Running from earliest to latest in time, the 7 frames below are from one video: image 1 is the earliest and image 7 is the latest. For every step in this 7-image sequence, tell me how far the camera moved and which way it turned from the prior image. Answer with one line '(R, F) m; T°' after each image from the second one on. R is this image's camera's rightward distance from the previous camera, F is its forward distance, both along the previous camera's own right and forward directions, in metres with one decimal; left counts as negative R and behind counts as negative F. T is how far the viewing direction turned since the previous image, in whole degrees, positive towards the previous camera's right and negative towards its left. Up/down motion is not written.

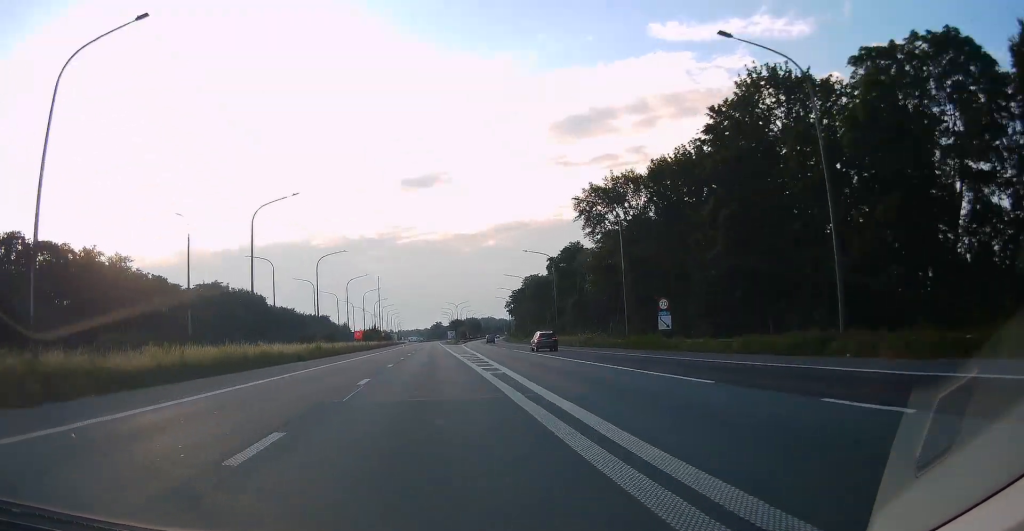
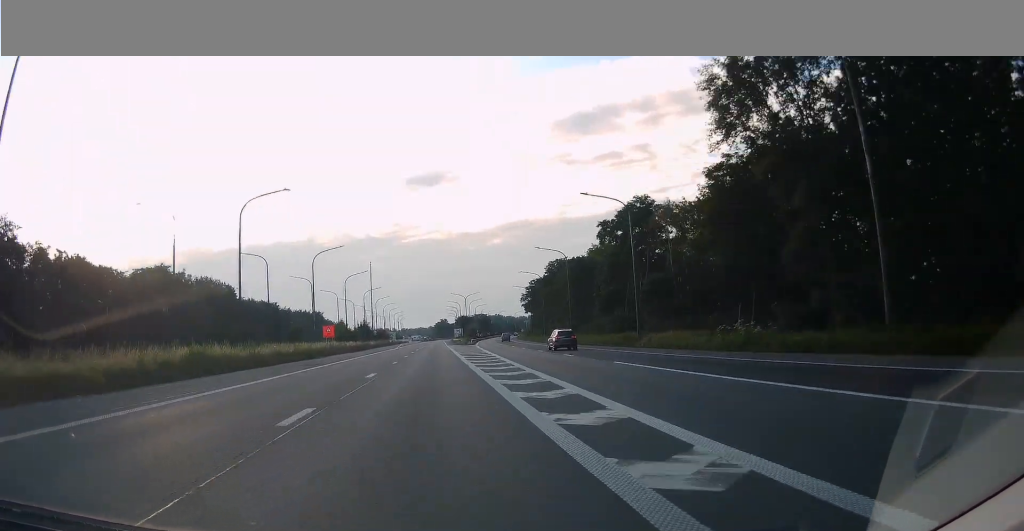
(-0.3, +34.3) m; -1°
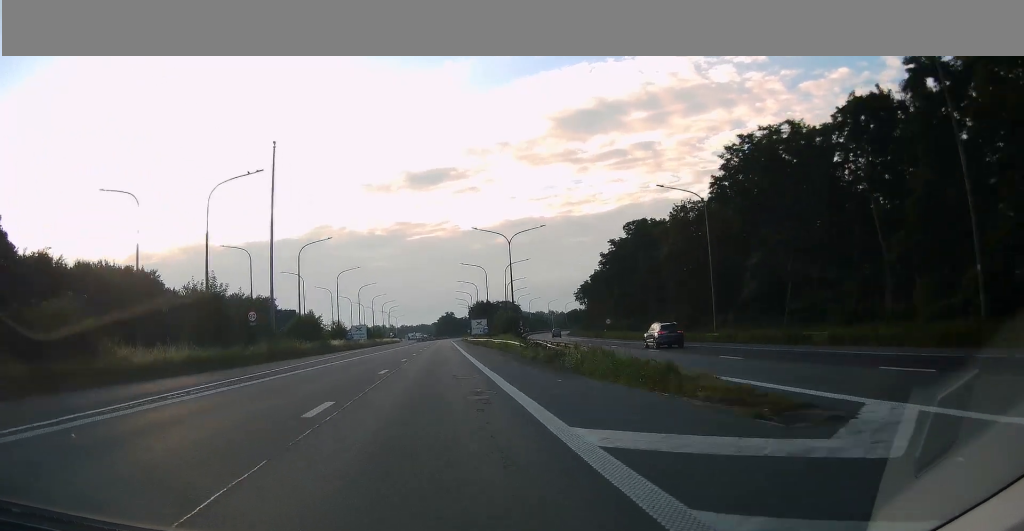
(-1.0, +102.8) m; -1°
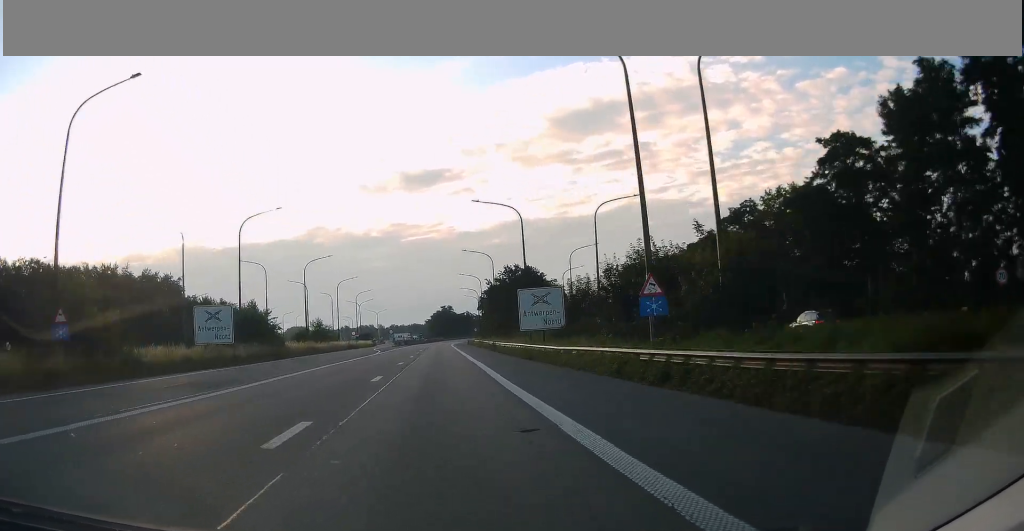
(+0.2, +82.3) m; +1°
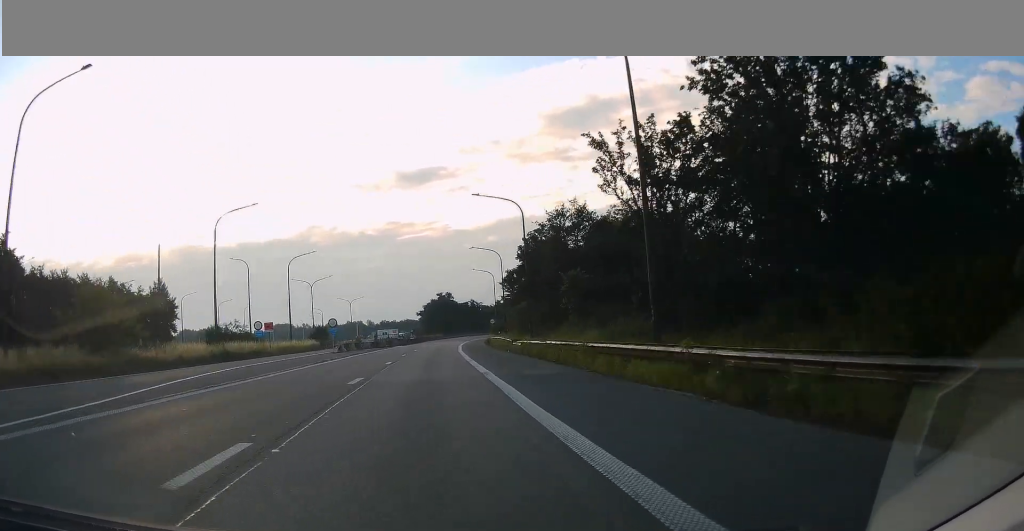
(+0.5, +65.8) m; 0°
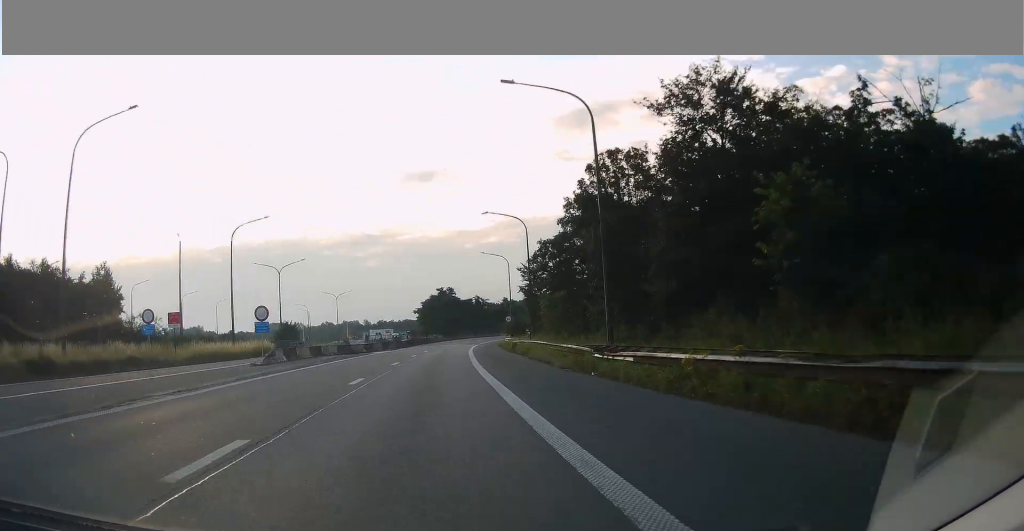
(+0.1, +24.7) m; 0°
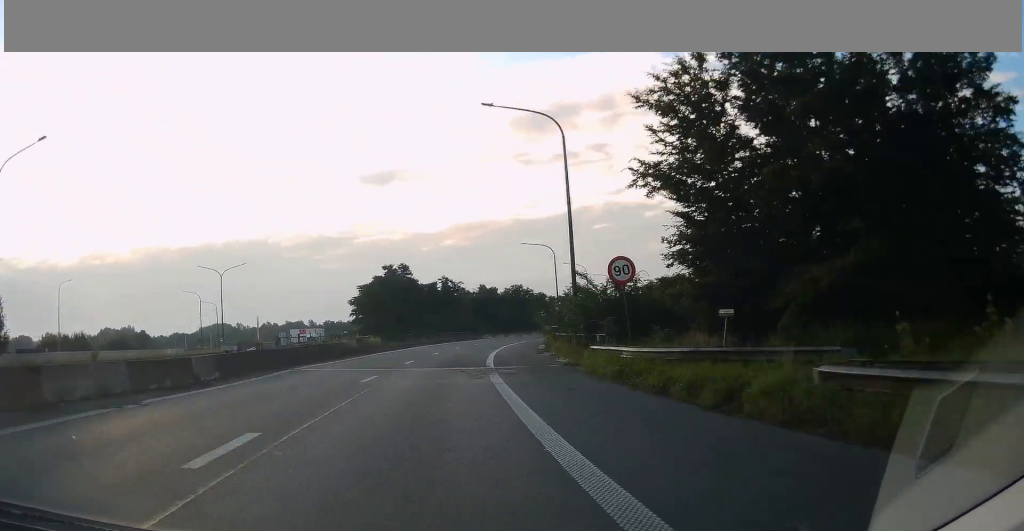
(-0.5, +63.8) m; +1°
